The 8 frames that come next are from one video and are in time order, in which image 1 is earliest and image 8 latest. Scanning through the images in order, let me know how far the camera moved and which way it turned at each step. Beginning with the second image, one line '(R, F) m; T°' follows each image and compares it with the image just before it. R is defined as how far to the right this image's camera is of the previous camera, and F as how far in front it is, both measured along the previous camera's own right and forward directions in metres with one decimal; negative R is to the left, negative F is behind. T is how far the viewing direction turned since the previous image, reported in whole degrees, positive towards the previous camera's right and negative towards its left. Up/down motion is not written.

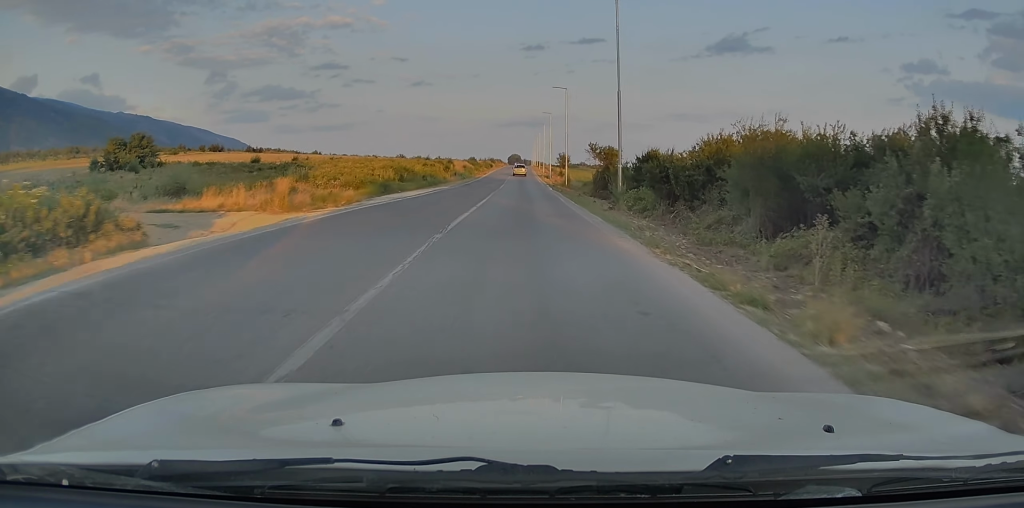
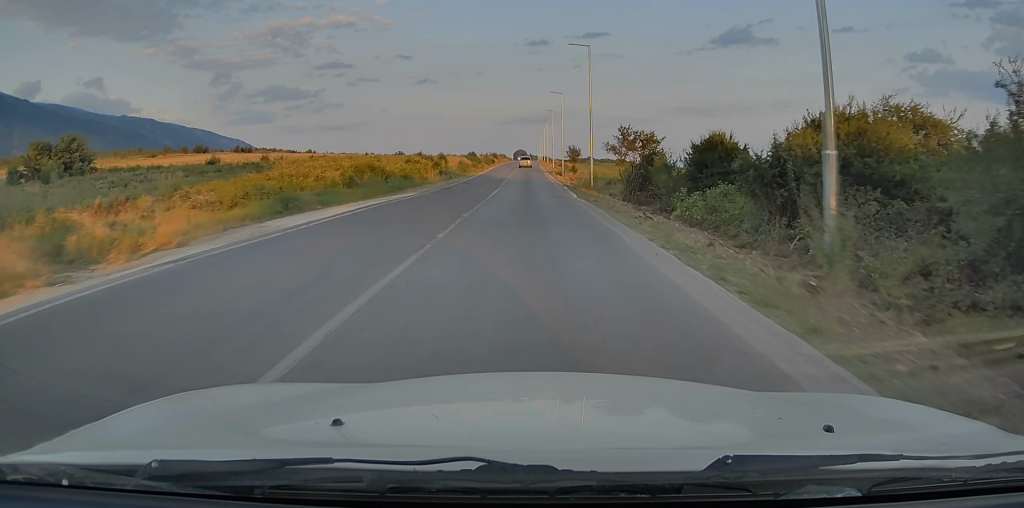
(-0.2, +17.0) m; 0°
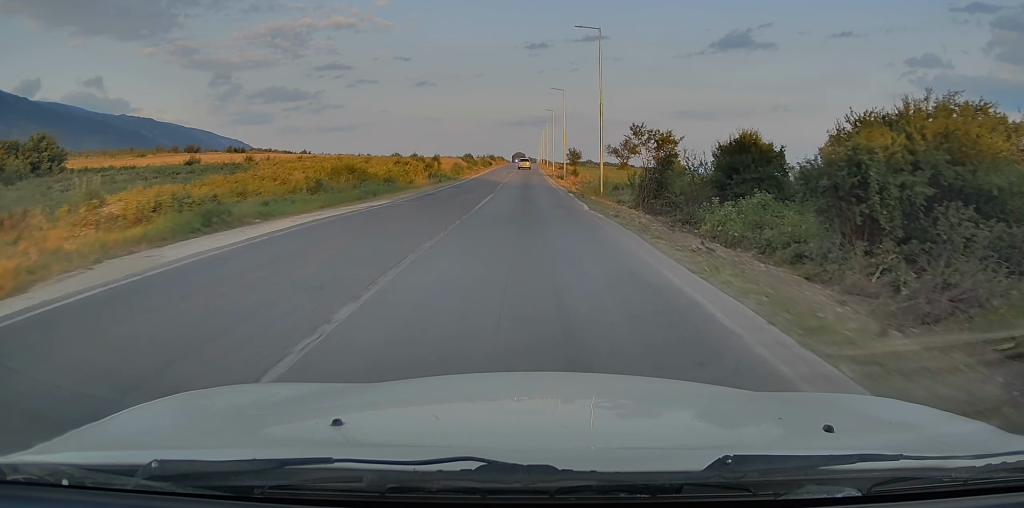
(+0.1, +5.6) m; 0°
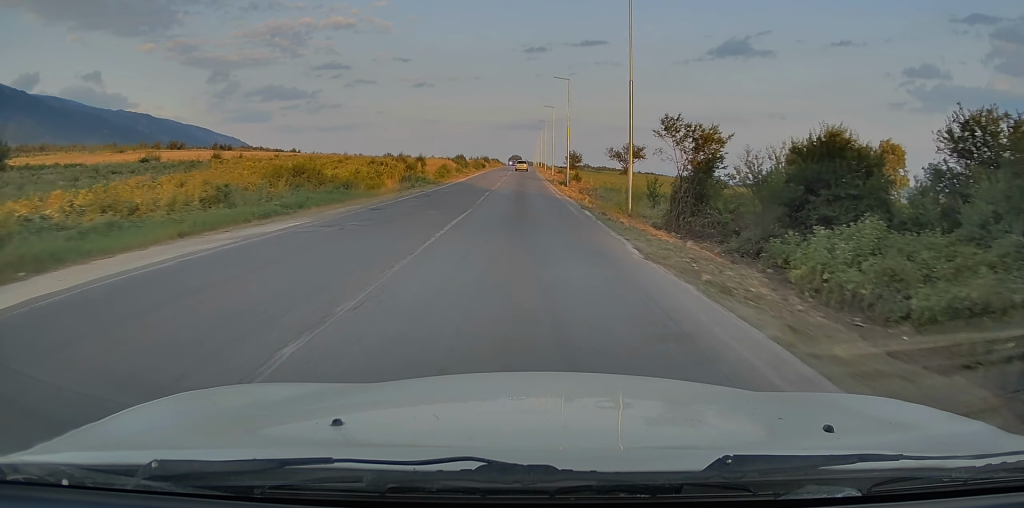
(0.0, +9.8) m; 0°
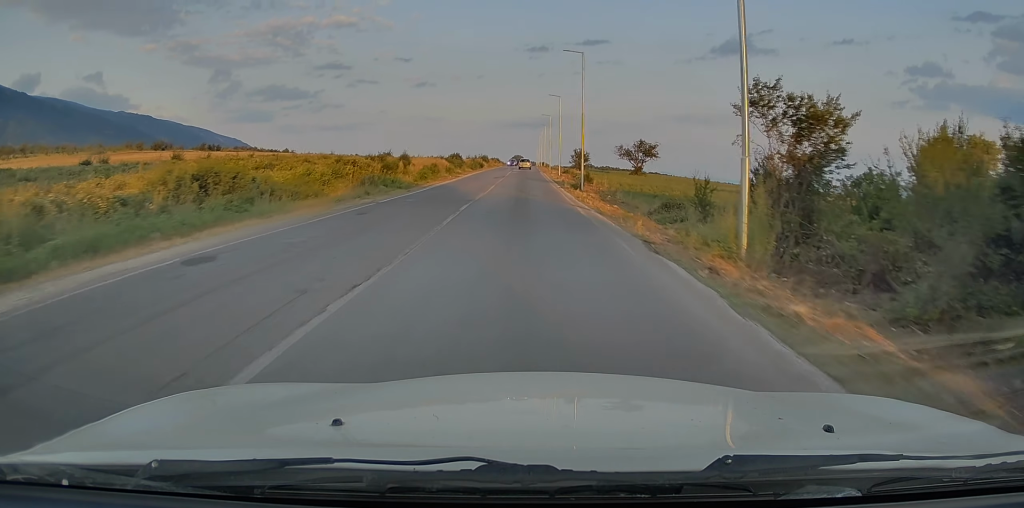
(0.0, +11.3) m; -1°
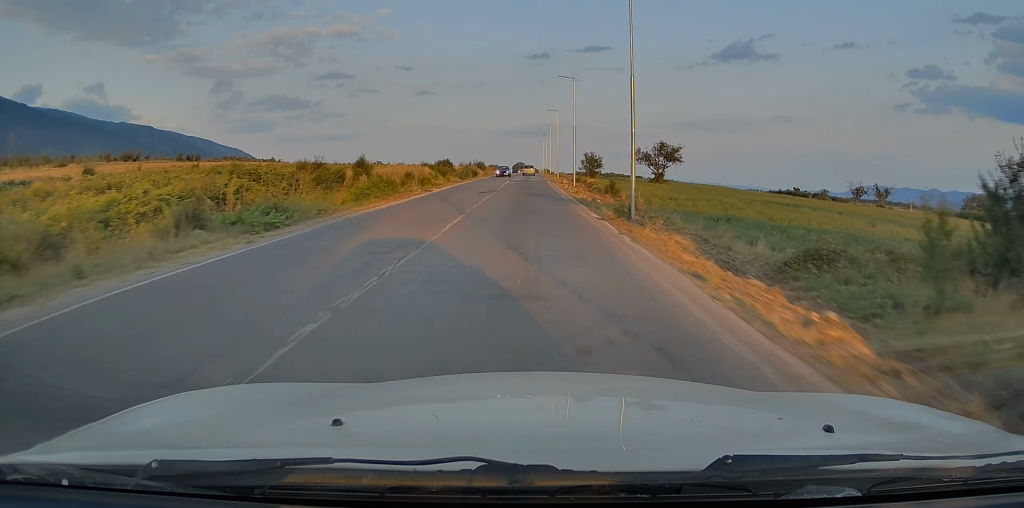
(-0.2, +18.4) m; 0°
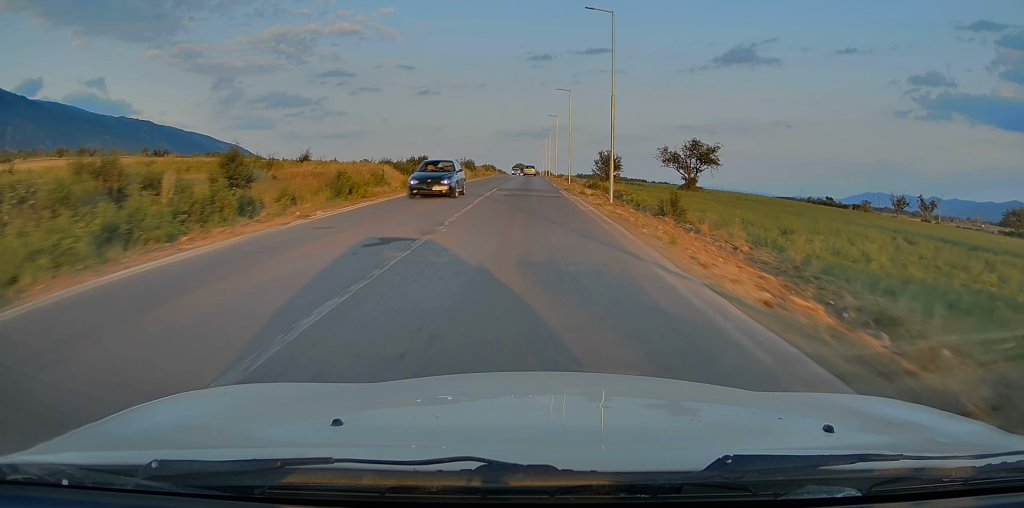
(+0.1, +22.3) m; 0°
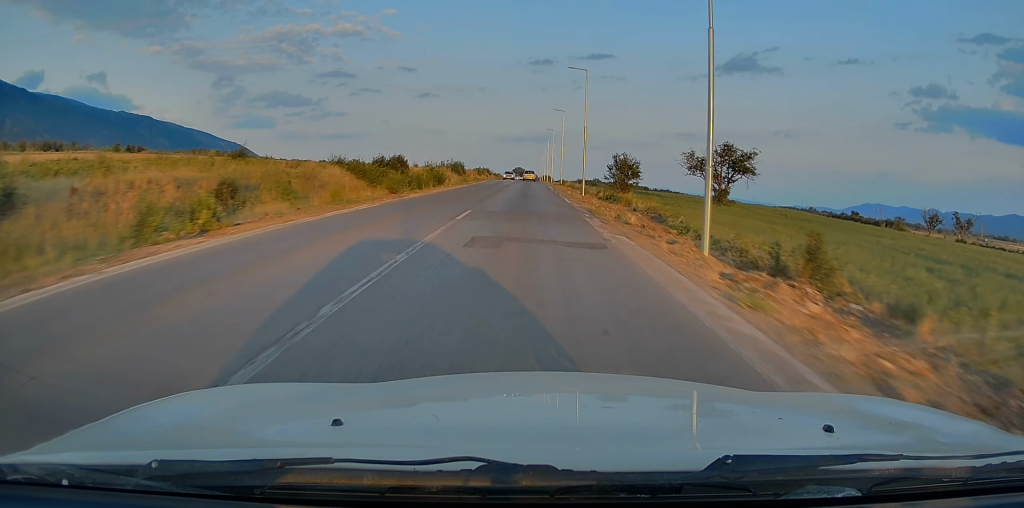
(0.0, +15.2) m; 0°
